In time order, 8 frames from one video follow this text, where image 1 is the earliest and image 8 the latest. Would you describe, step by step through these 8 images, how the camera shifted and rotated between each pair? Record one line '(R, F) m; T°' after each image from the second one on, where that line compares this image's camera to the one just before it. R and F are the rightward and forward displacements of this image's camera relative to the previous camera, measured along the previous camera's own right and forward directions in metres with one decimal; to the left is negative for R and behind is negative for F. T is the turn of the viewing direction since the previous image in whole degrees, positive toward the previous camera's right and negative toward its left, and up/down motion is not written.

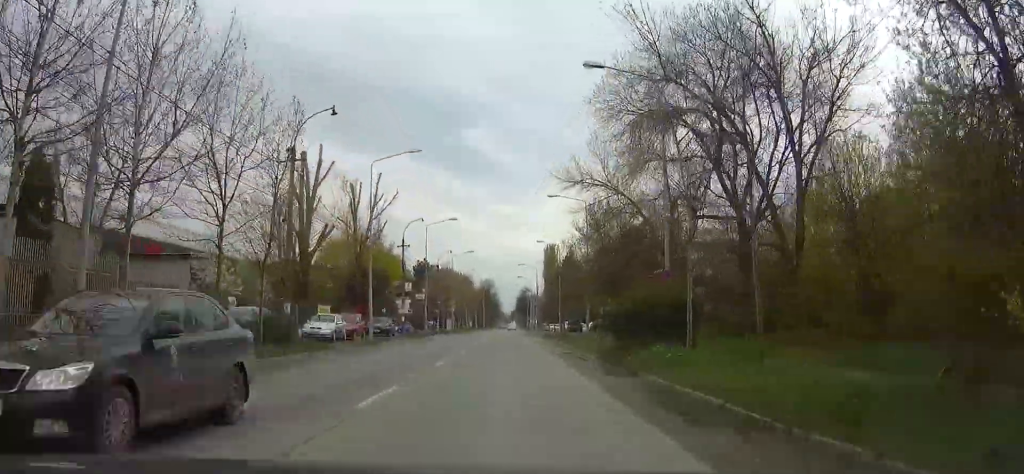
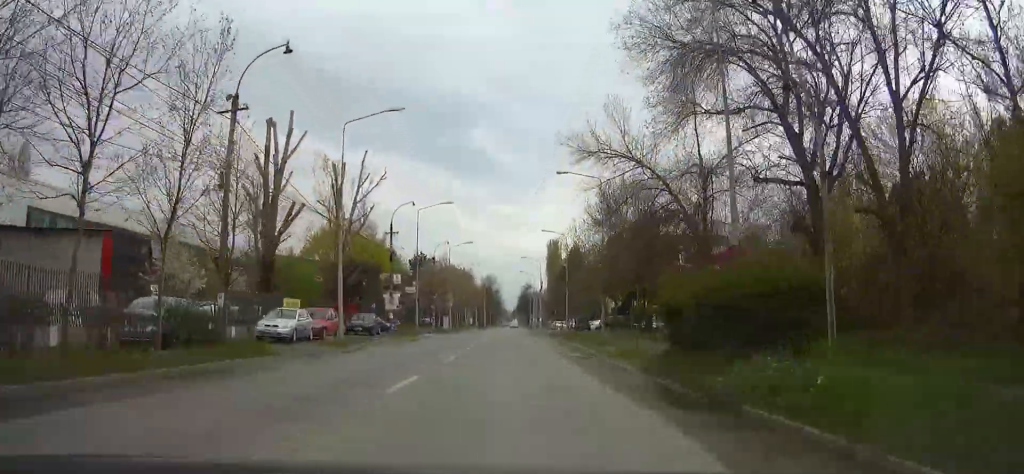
(0.0, +7.3) m; 0°
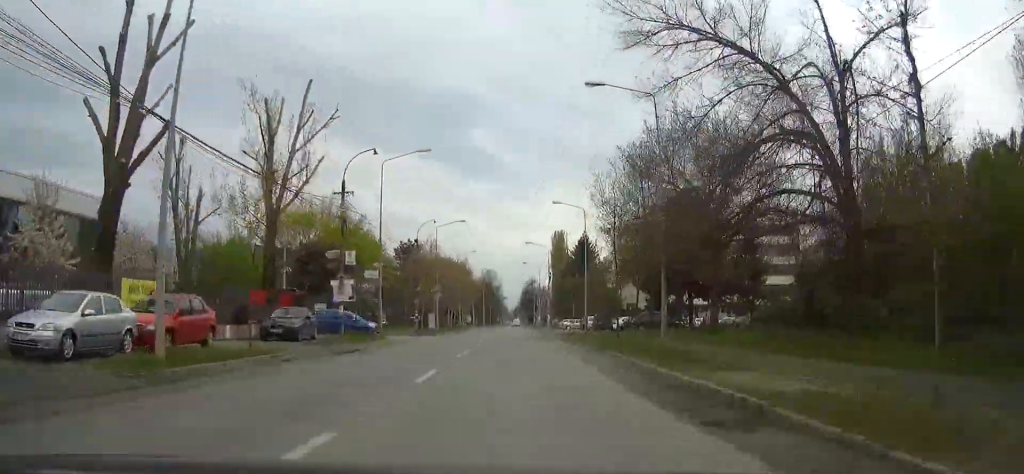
(0.0, +16.4) m; 0°
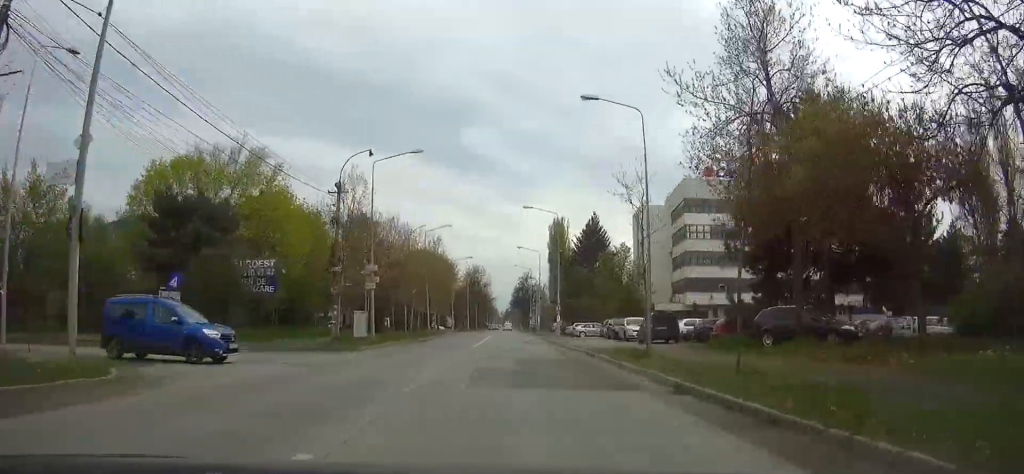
(0.0, +27.4) m; 0°
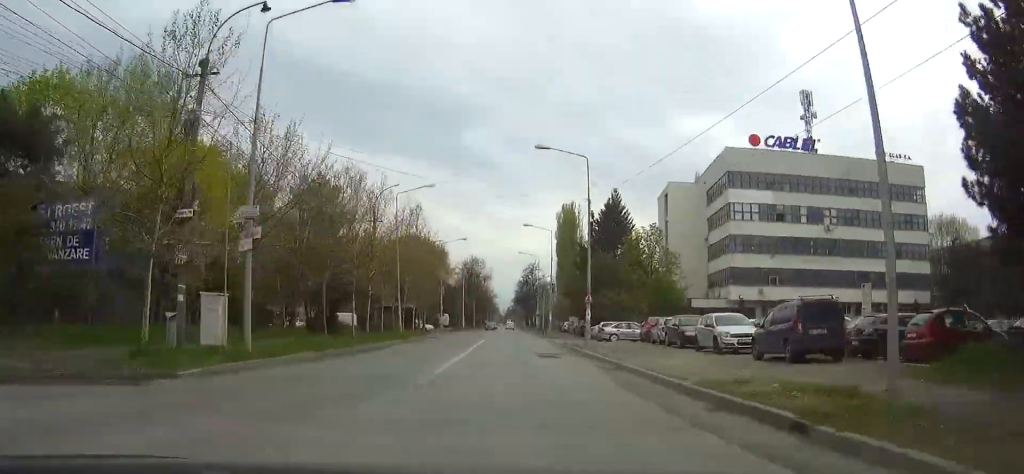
(0.0, +18.4) m; 0°
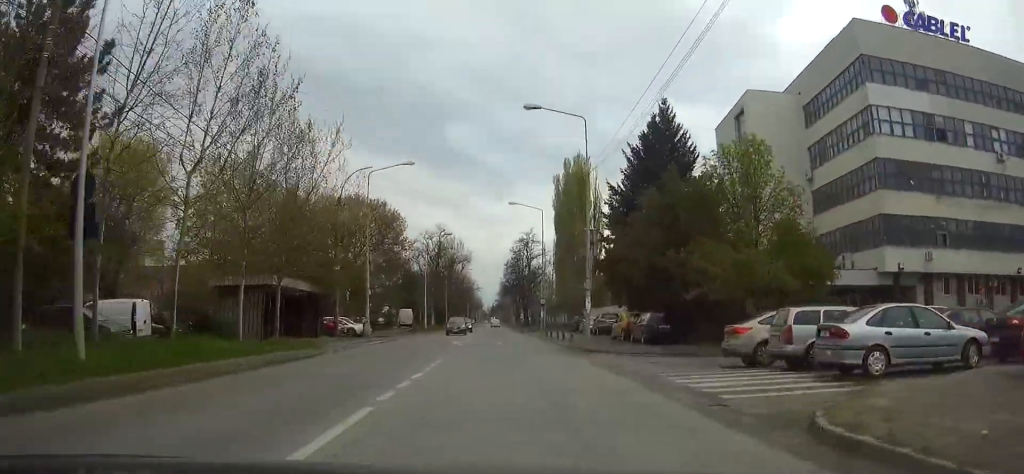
(+0.1, +36.0) m; 0°
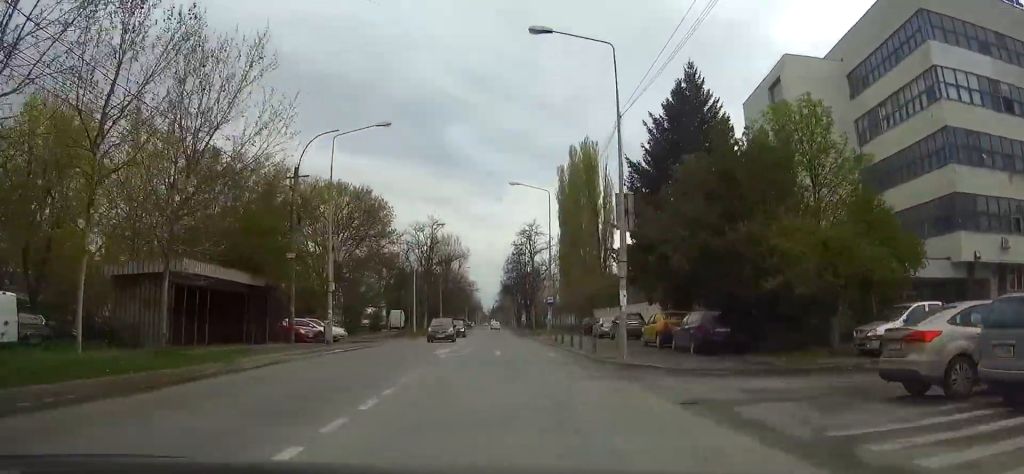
(0.0, +8.7) m; 0°
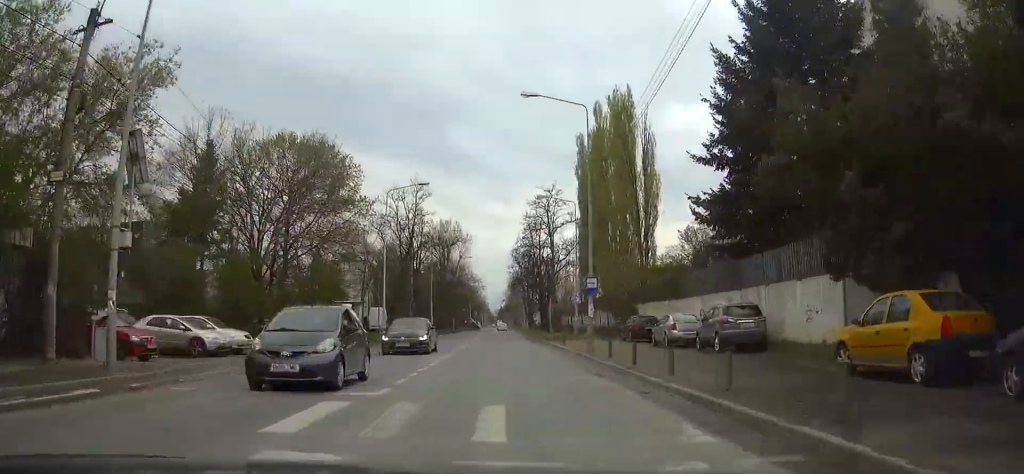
(0.0, +18.7) m; 0°
